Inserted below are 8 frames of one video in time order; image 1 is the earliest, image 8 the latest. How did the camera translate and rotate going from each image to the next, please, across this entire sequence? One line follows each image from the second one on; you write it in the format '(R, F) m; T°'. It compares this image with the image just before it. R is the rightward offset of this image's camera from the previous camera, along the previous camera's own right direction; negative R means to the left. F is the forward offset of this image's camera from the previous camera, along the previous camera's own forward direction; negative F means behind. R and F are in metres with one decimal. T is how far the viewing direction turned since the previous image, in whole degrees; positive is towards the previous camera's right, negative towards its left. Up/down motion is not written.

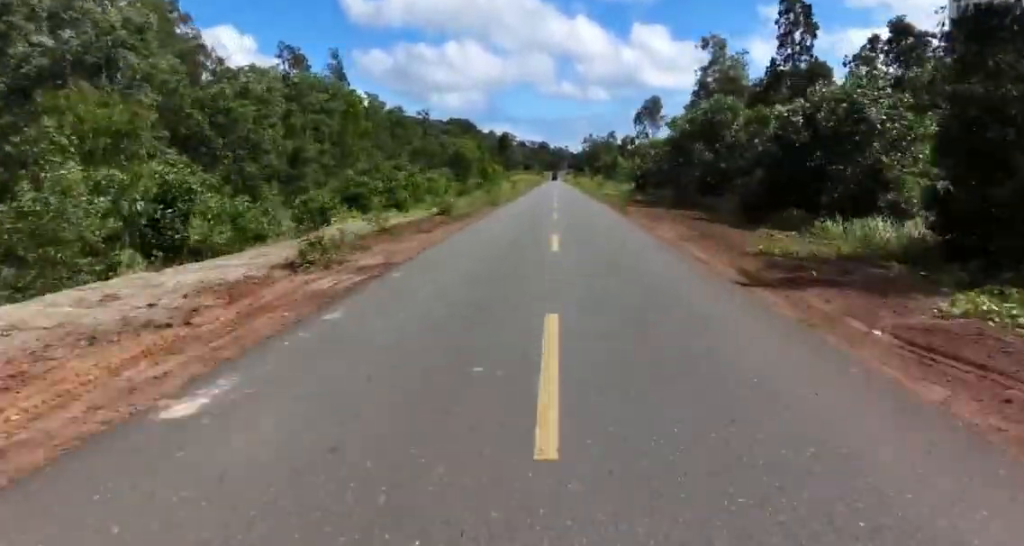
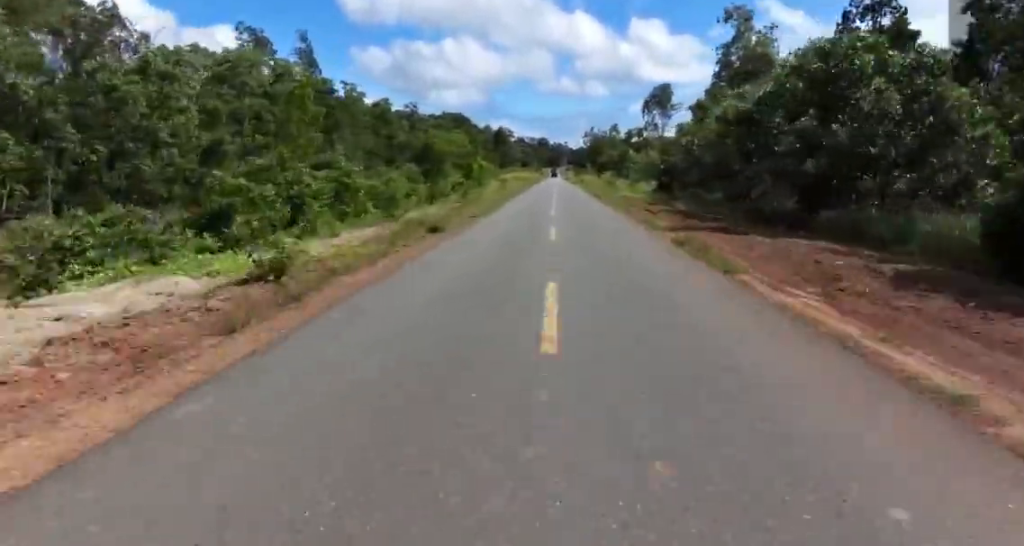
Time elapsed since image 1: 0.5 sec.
(-0.7, +14.1) m; +2°
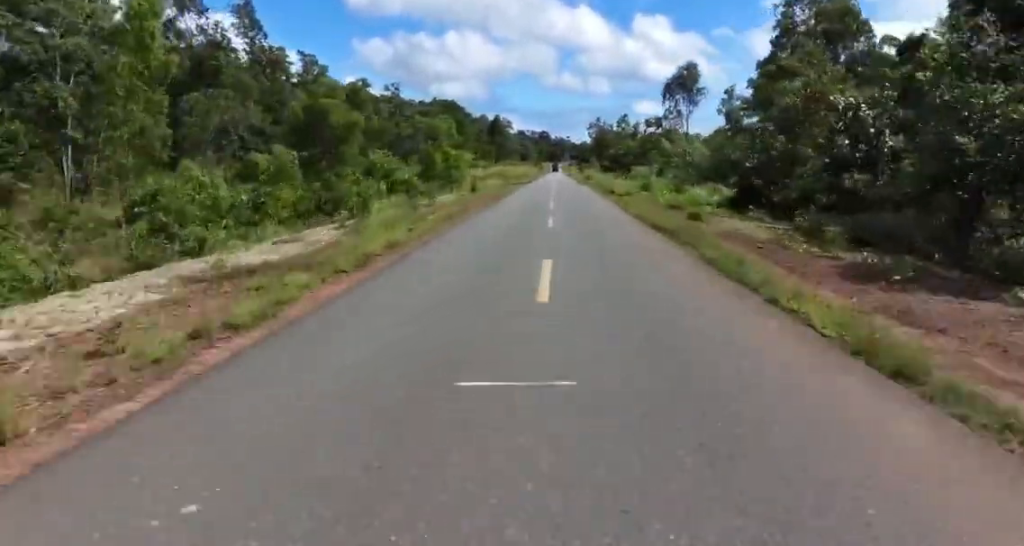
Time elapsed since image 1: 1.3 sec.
(+1.9, +23.4) m; +1°
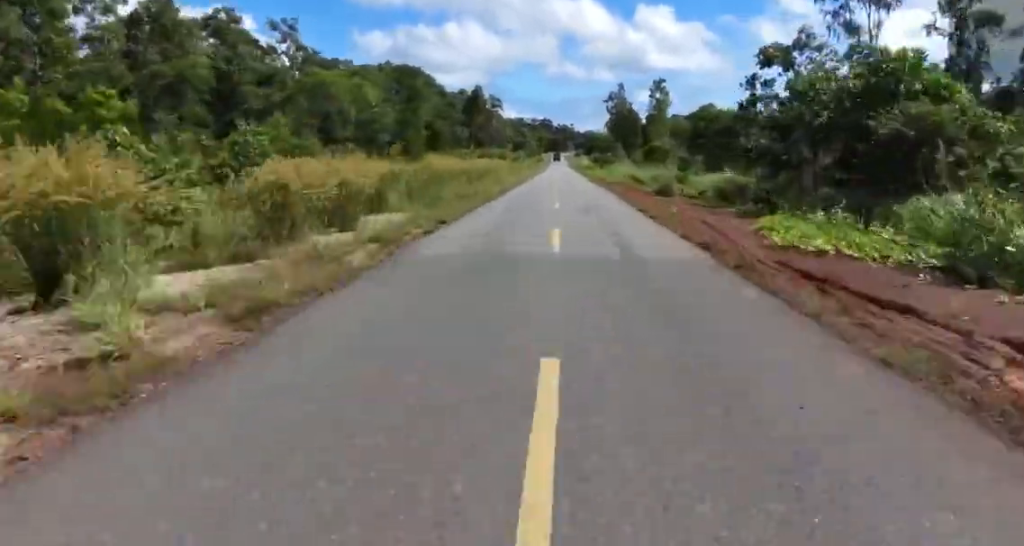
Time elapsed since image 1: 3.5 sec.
(-2.5, +63.5) m; -2°
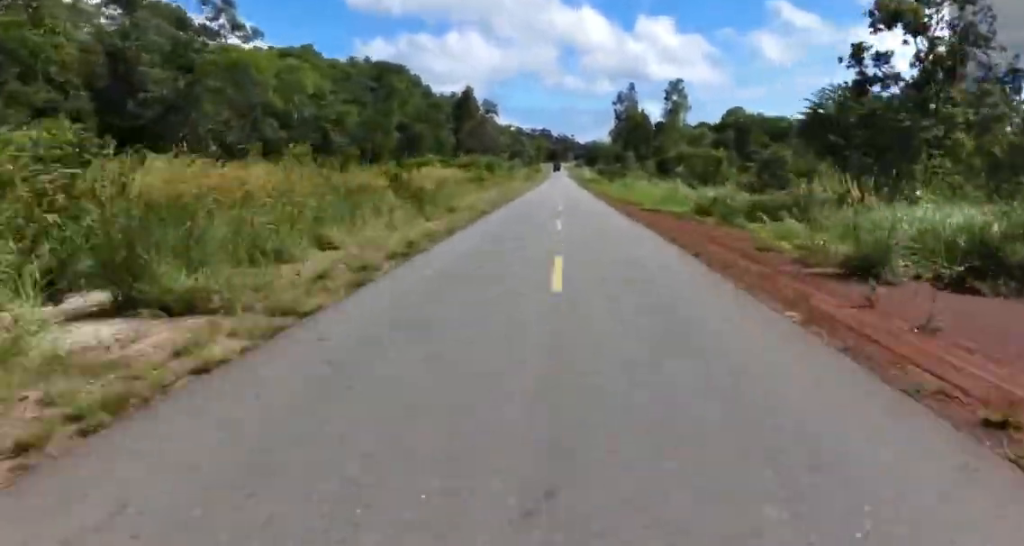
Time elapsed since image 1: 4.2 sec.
(+0.1, +18.9) m; 0°
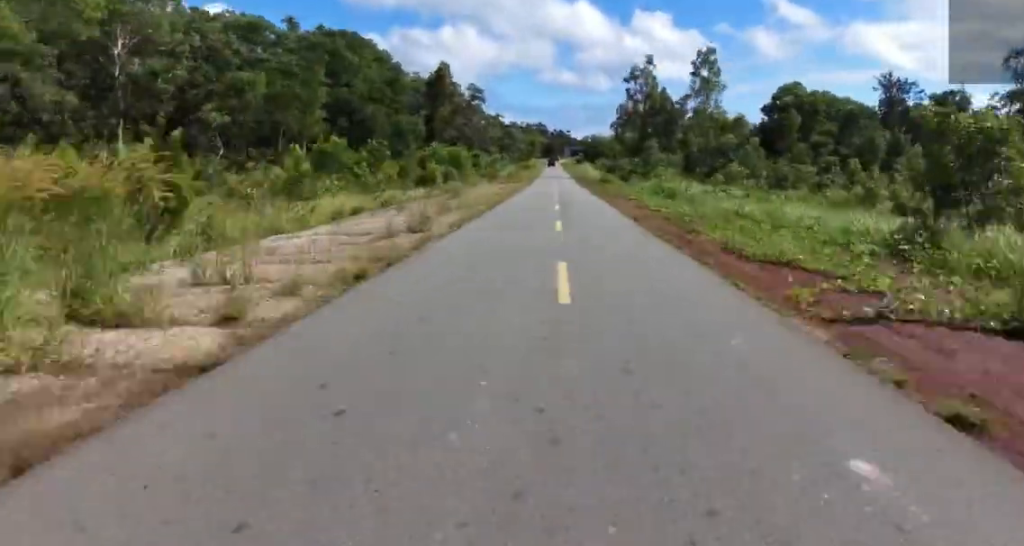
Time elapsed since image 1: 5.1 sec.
(+0.2, +26.3) m; +1°
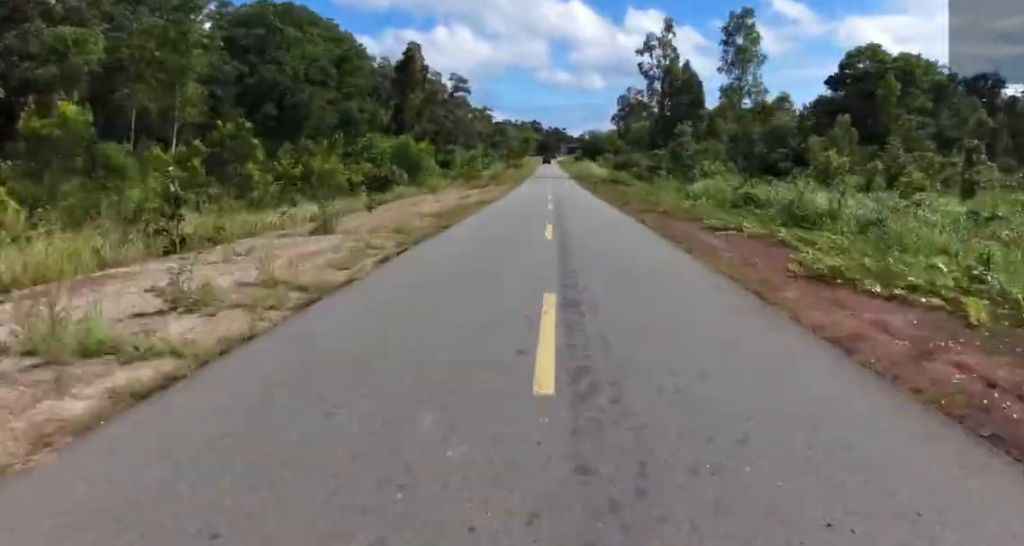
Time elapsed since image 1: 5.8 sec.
(+0.1, +19.4) m; 0°
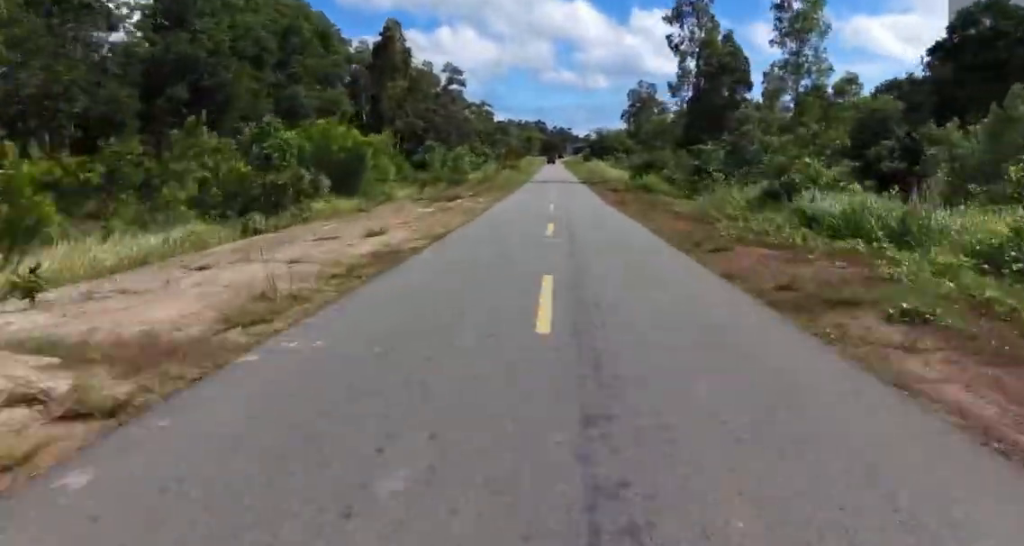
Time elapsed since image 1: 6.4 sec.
(+0.3, +15.4) m; -1°
